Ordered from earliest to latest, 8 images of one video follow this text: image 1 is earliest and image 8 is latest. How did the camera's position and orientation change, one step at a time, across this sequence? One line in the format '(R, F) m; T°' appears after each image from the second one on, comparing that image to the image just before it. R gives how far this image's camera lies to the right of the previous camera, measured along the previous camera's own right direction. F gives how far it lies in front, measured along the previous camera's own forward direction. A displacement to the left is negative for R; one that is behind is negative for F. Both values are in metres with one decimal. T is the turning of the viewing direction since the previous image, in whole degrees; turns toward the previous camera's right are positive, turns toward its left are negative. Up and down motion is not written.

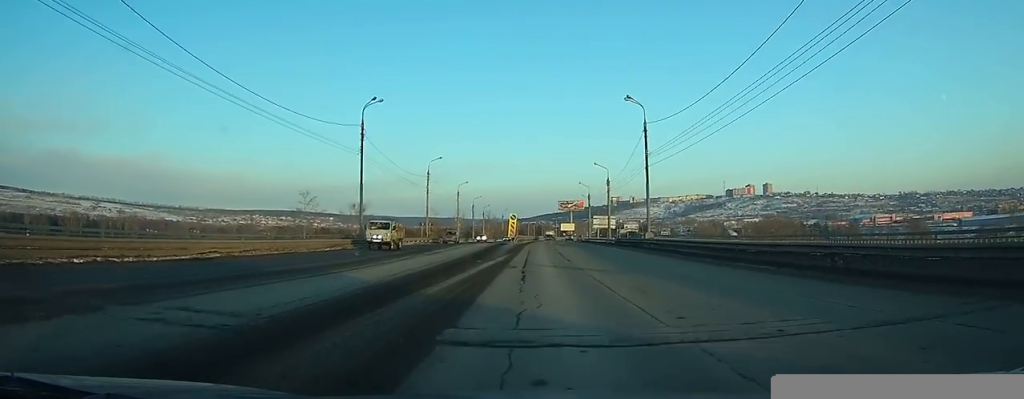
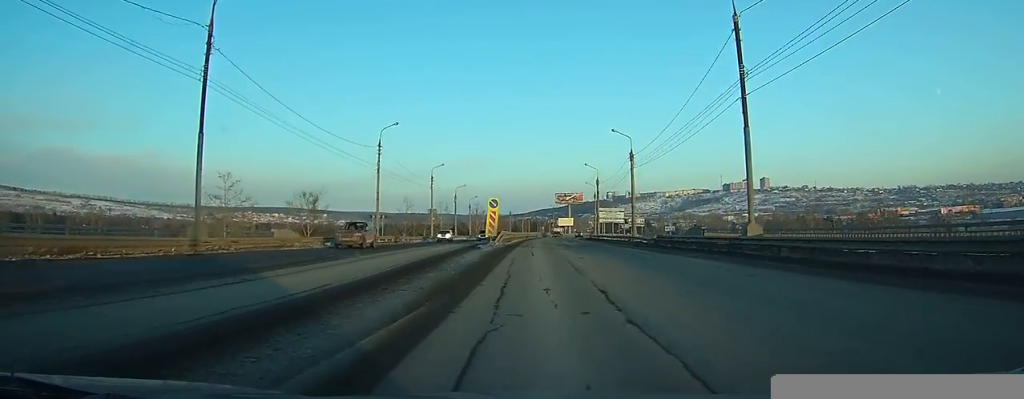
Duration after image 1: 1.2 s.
(+0.1, +24.6) m; 0°
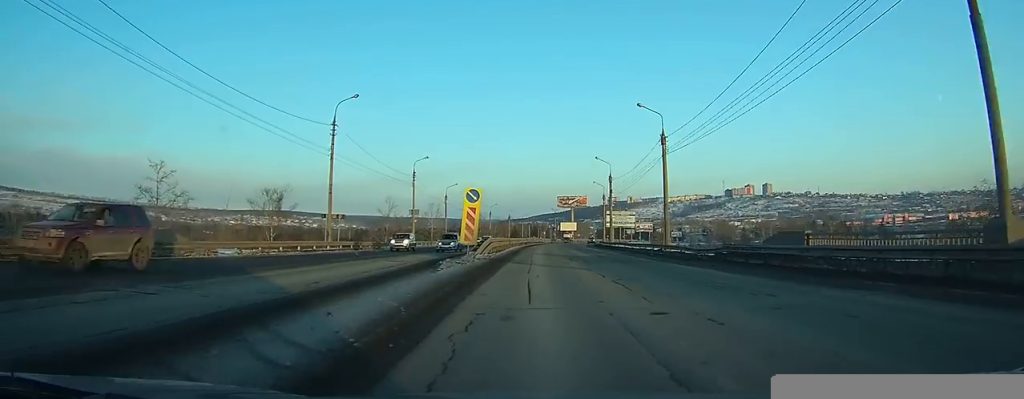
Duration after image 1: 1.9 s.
(0.0, +14.8) m; 0°
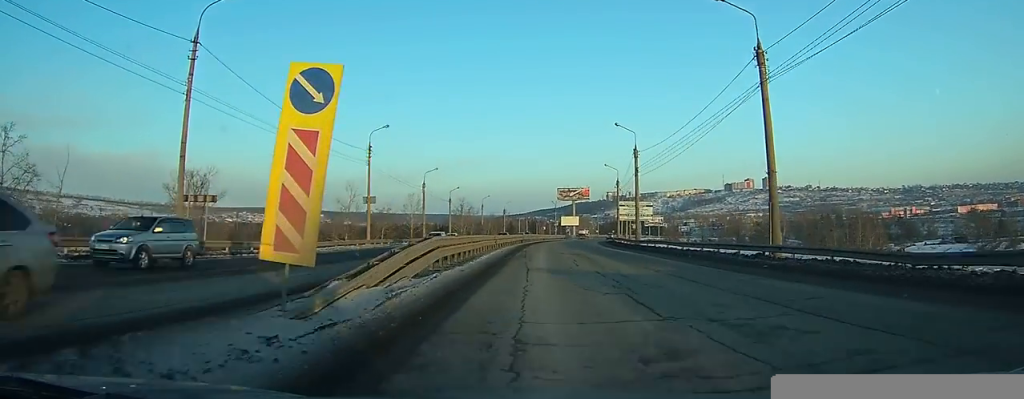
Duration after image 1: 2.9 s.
(+0.1, +21.1) m; 0°
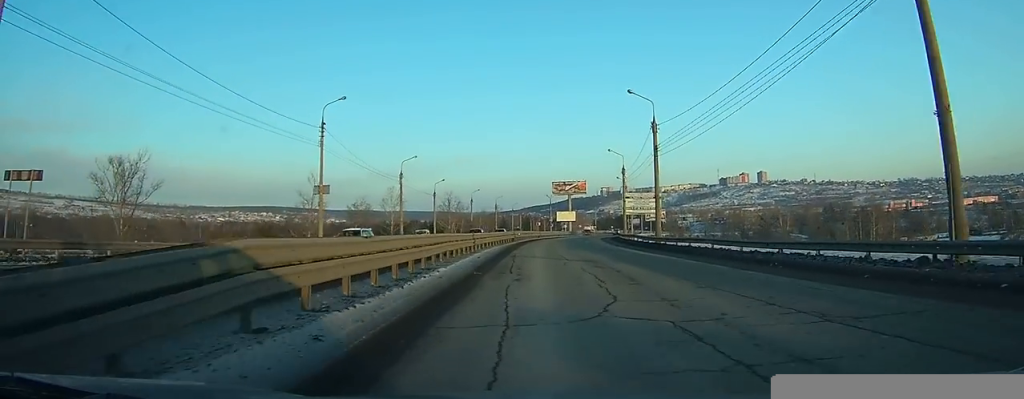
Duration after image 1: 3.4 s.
(0.0, +12.0) m; 0°
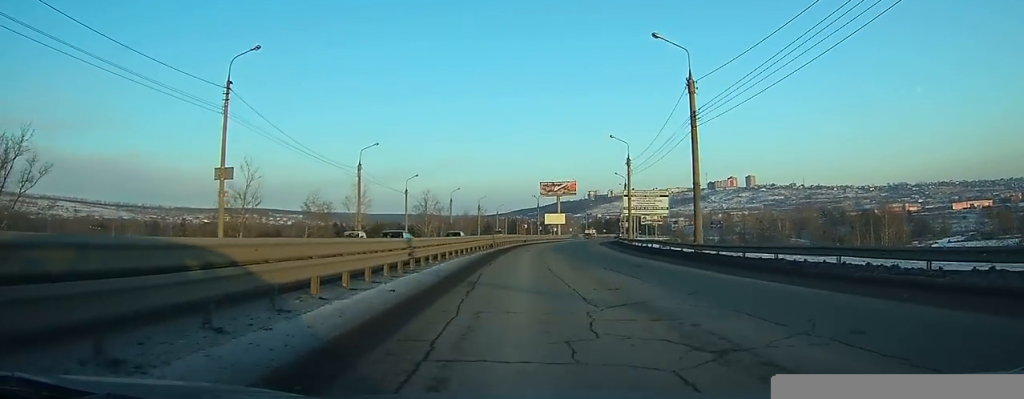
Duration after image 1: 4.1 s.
(0.0, +14.0) m; 0°
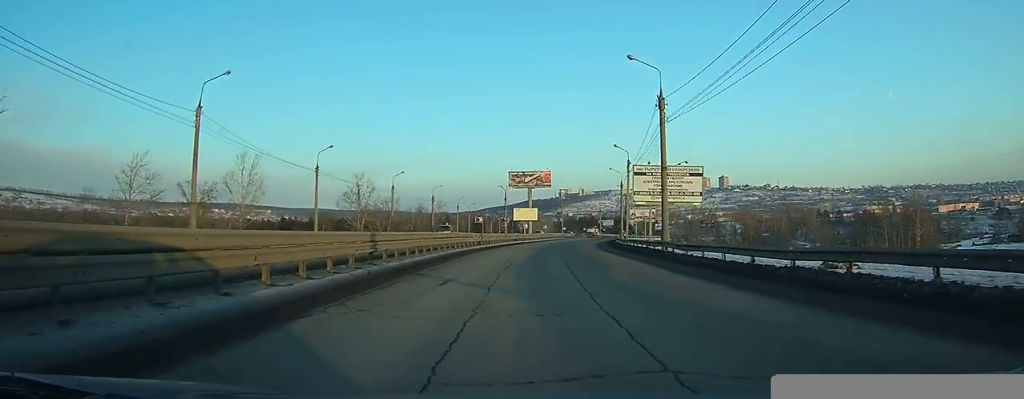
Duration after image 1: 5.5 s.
(0.0, +28.9) m; +1°
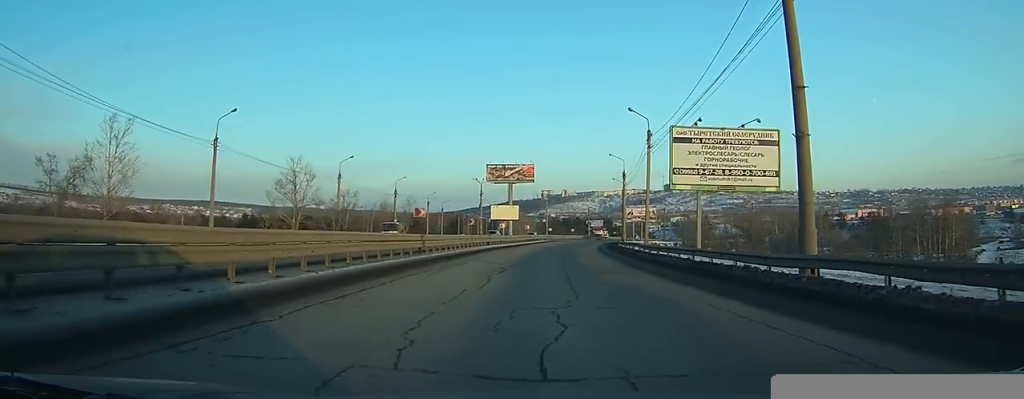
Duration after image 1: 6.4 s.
(+0.3, +19.9) m; +2°
